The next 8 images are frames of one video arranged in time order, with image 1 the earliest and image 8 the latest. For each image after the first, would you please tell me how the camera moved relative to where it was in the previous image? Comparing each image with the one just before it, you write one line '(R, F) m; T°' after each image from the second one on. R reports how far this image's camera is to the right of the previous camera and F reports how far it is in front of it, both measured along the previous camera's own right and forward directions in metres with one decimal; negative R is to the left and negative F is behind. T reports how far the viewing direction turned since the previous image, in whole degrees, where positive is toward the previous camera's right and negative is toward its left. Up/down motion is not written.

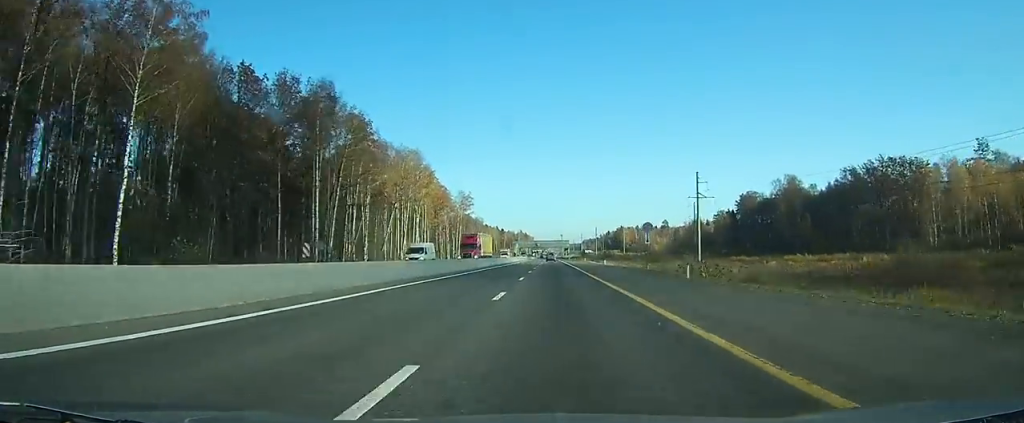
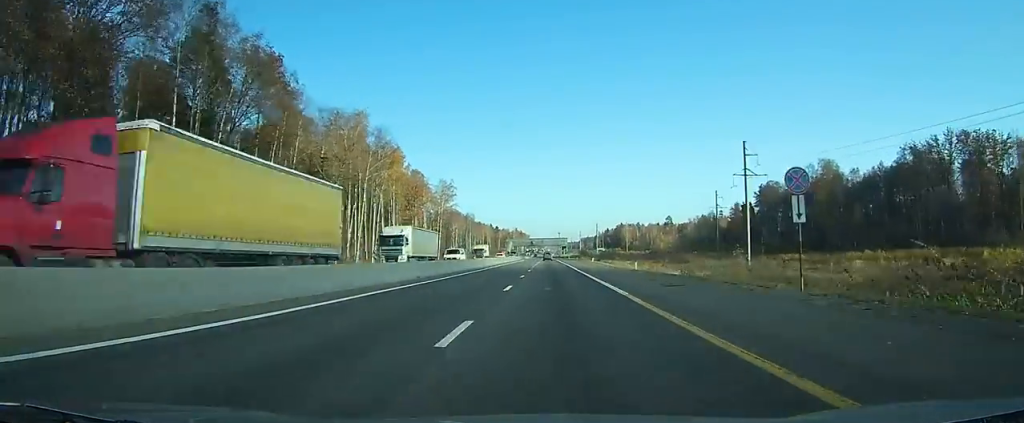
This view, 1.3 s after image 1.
(0.0, +30.1) m; 0°
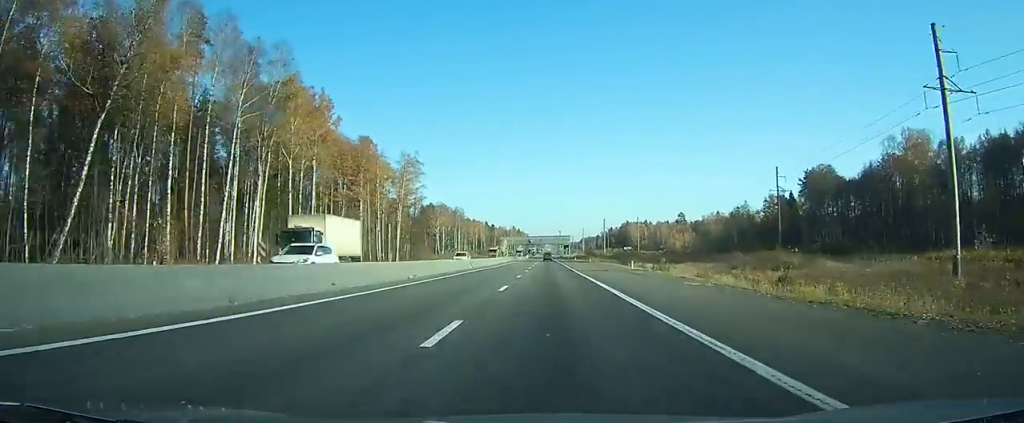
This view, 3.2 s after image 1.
(0.0, +48.0) m; 0°
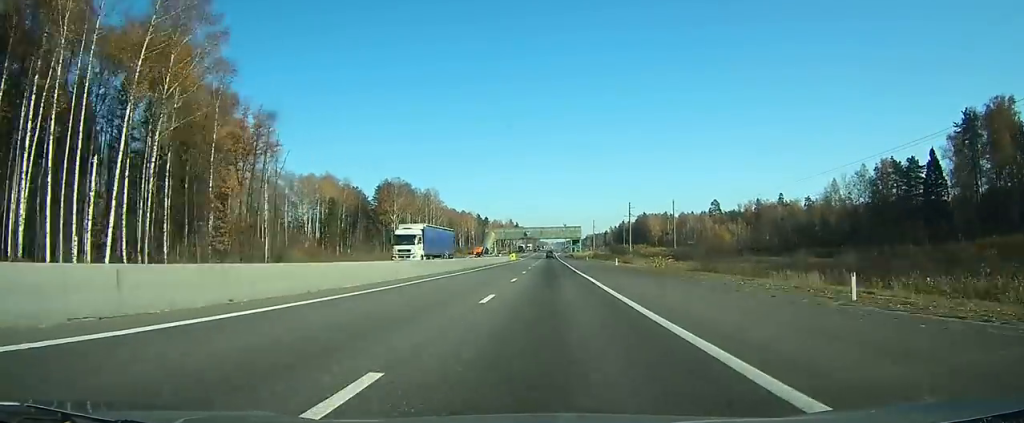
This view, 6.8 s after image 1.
(0.0, +91.4) m; 0°
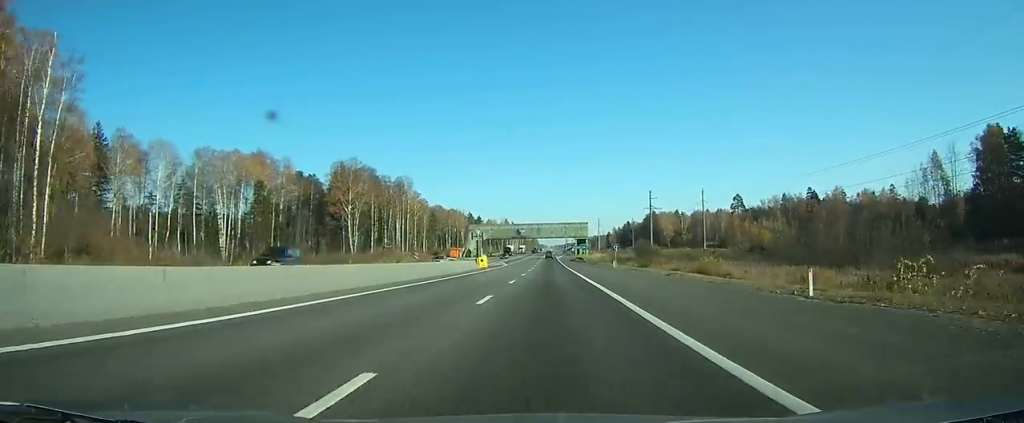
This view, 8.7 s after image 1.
(-0.1, +46.9) m; 0°
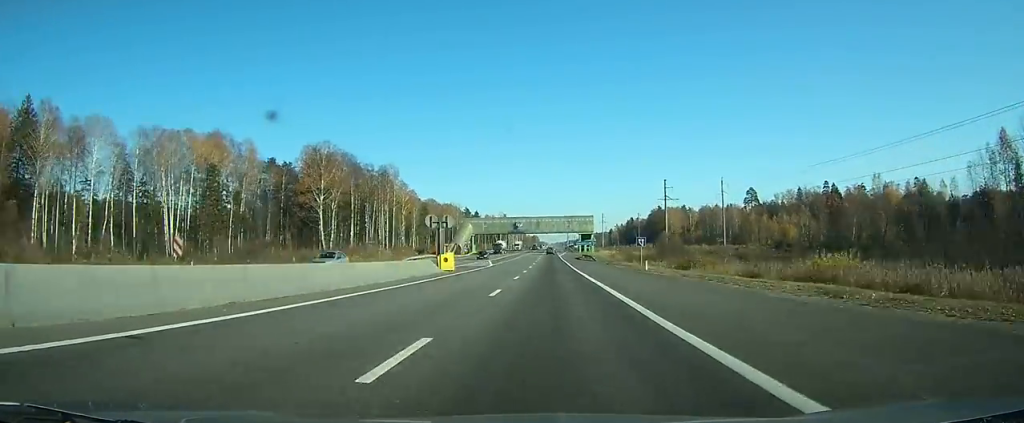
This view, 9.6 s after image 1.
(+0.1, +20.5) m; 0°
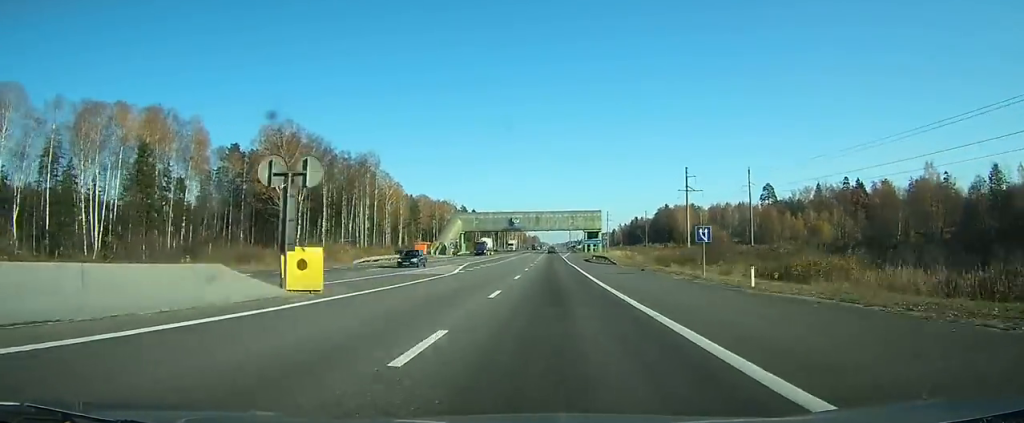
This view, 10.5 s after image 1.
(0.0, +22.0) m; 0°
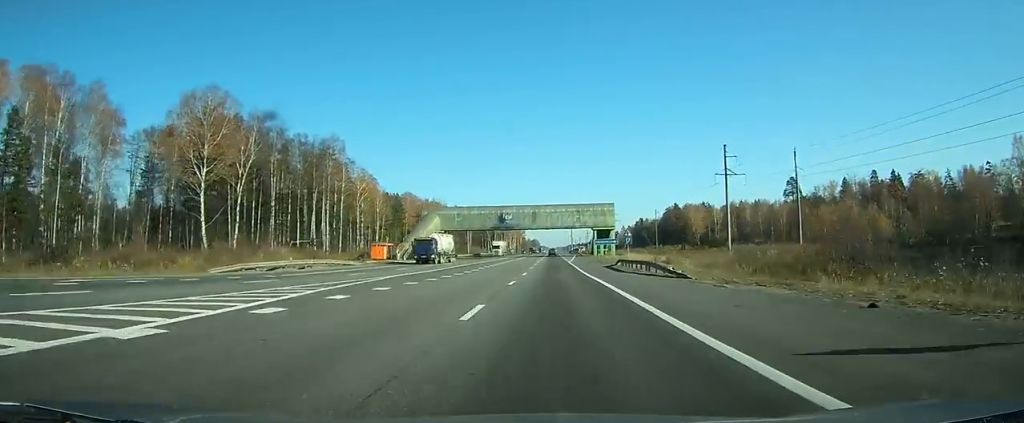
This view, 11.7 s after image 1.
(-0.1, +28.2) m; 0°
